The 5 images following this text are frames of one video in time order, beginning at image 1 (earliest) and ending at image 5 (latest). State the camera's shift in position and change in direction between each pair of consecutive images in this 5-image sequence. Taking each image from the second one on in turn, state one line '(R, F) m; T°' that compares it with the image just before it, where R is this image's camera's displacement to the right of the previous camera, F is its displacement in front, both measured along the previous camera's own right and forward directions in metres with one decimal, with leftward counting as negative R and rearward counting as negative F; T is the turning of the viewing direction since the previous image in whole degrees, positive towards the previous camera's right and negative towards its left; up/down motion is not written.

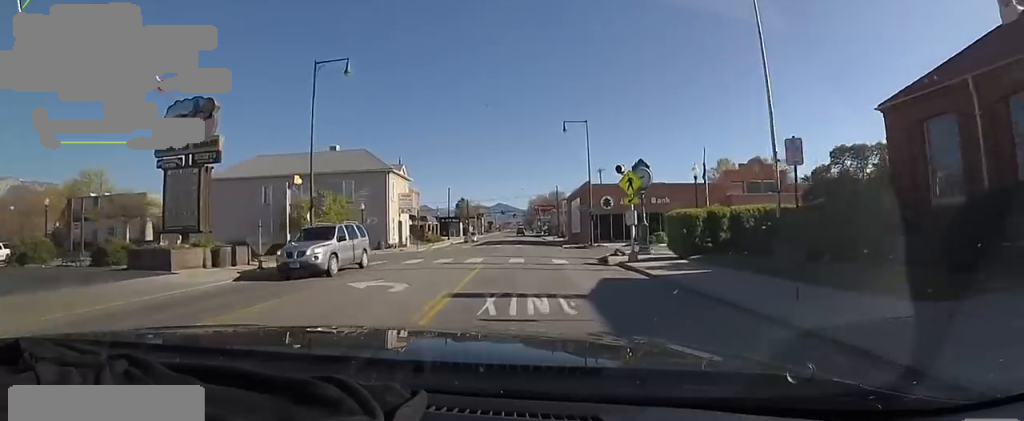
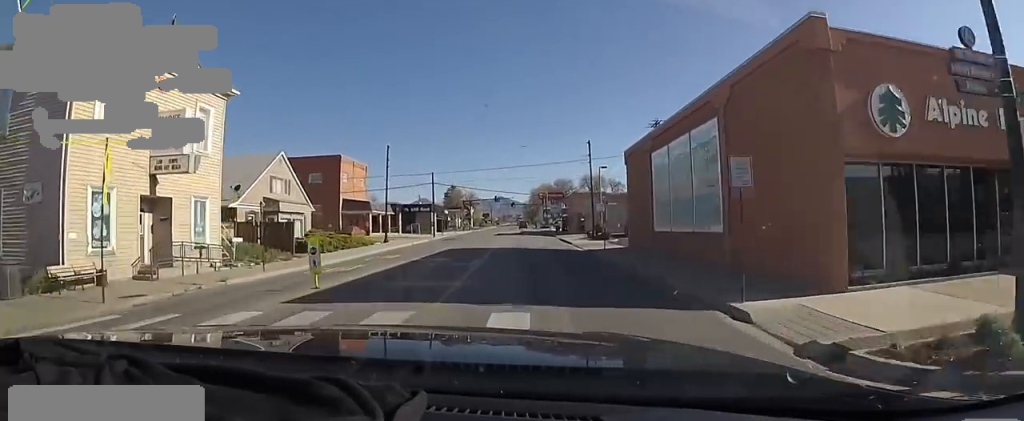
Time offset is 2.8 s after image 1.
(0.0, +36.6) m; 0°
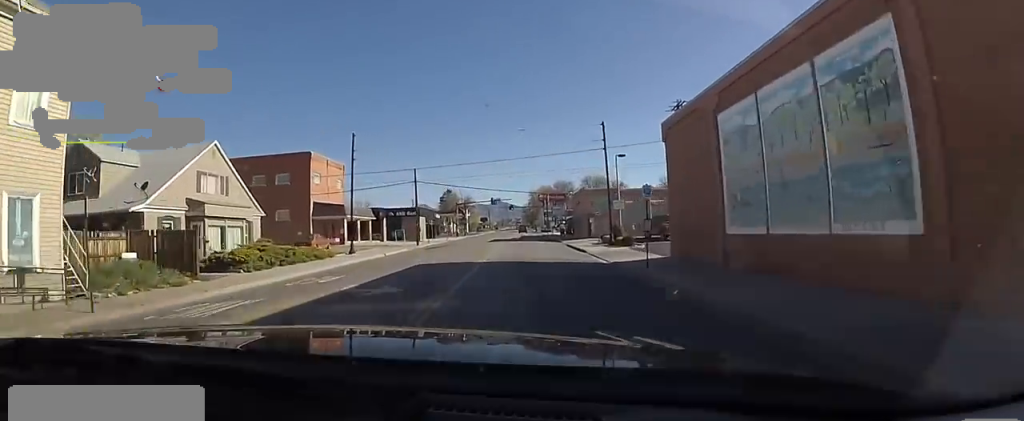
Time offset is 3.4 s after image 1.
(0.0, +8.2) m; 0°
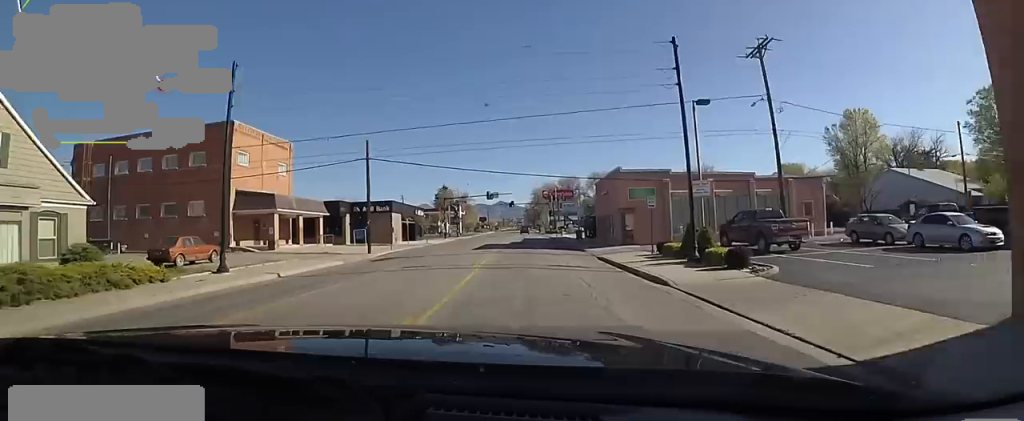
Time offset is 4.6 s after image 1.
(0.0, +14.9) m; 0°
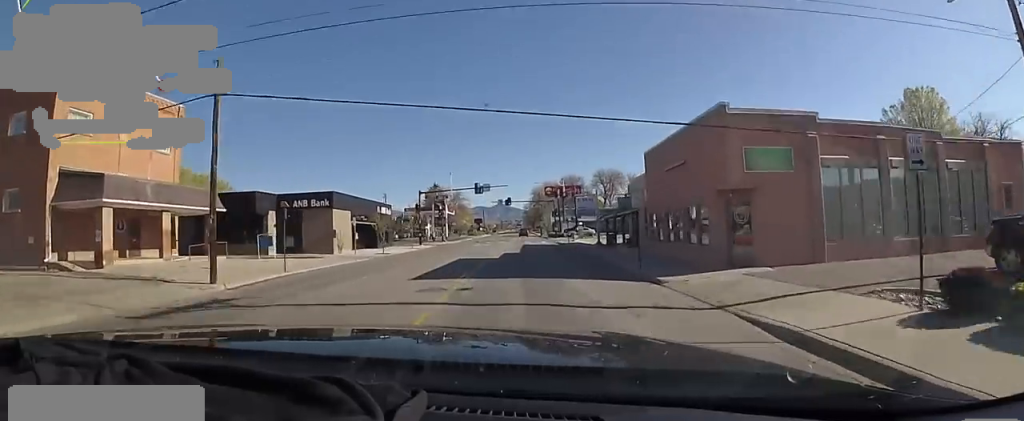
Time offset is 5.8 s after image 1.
(0.0, +15.9) m; 0°
